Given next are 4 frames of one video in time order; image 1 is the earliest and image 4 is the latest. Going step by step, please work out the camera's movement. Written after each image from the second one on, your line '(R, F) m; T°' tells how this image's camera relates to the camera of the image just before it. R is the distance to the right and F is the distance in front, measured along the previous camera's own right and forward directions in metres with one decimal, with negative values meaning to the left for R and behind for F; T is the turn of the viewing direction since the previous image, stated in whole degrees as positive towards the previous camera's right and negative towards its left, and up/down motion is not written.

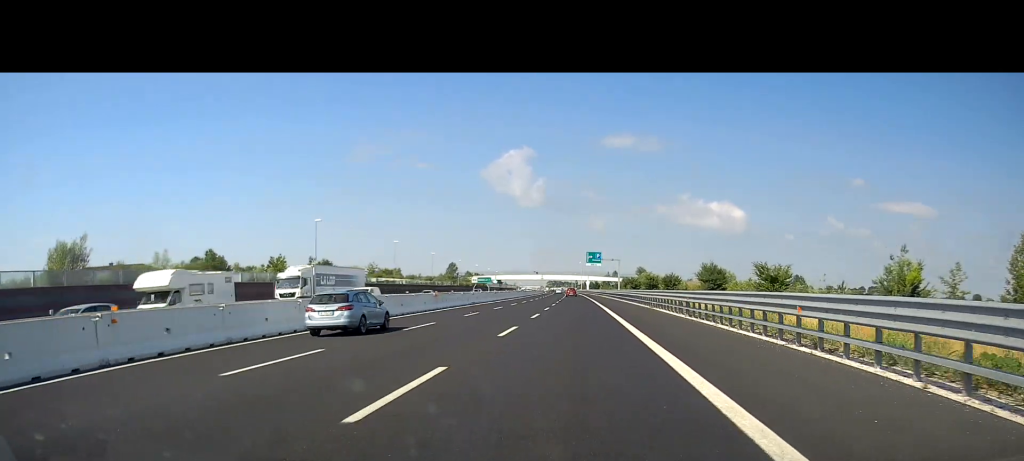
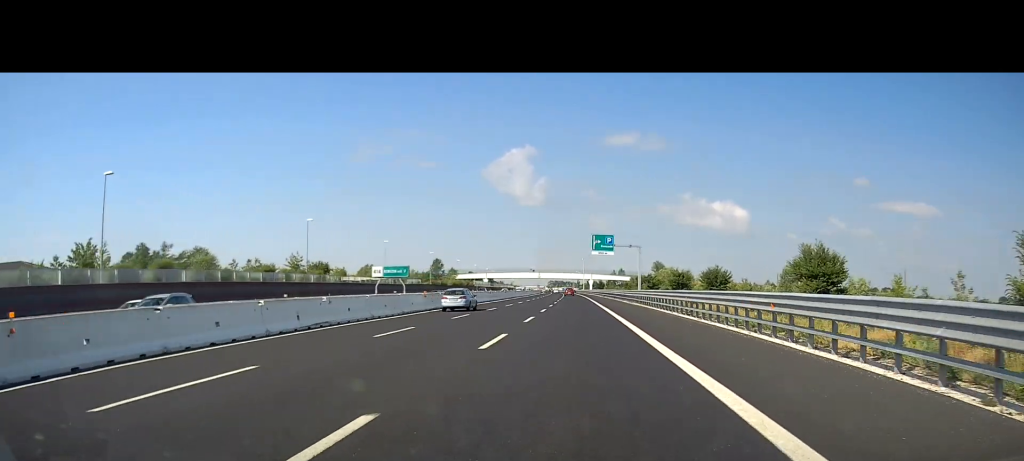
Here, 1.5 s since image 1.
(-0.1, +39.6) m; +1°
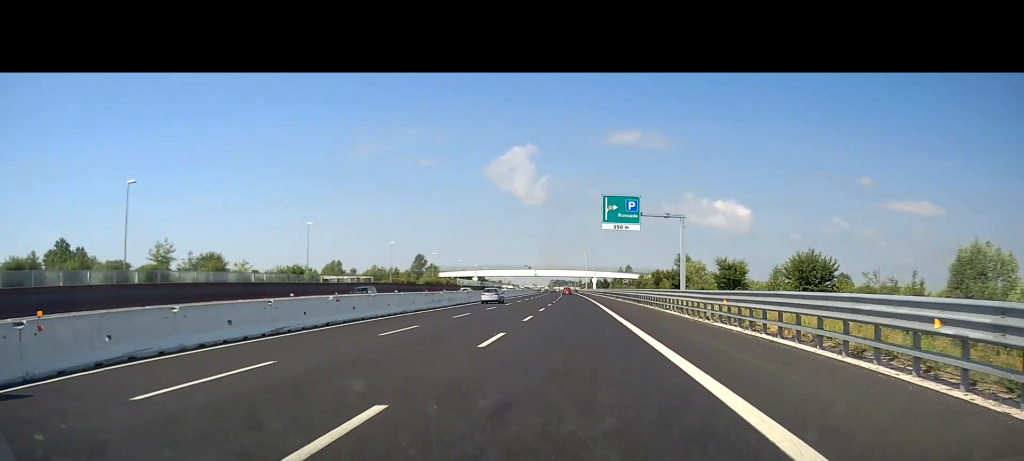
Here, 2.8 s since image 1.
(+0.1, +35.1) m; -1°
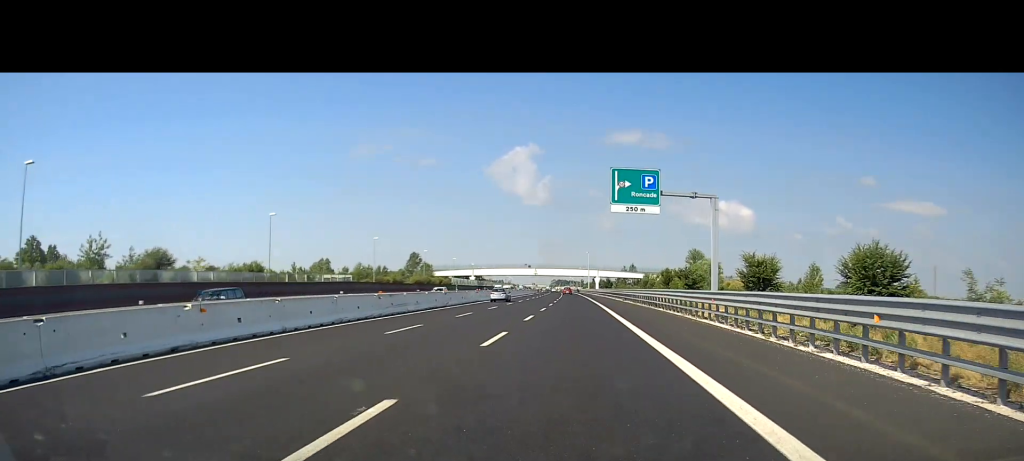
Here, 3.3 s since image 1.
(-0.1, +11.4) m; 0°
